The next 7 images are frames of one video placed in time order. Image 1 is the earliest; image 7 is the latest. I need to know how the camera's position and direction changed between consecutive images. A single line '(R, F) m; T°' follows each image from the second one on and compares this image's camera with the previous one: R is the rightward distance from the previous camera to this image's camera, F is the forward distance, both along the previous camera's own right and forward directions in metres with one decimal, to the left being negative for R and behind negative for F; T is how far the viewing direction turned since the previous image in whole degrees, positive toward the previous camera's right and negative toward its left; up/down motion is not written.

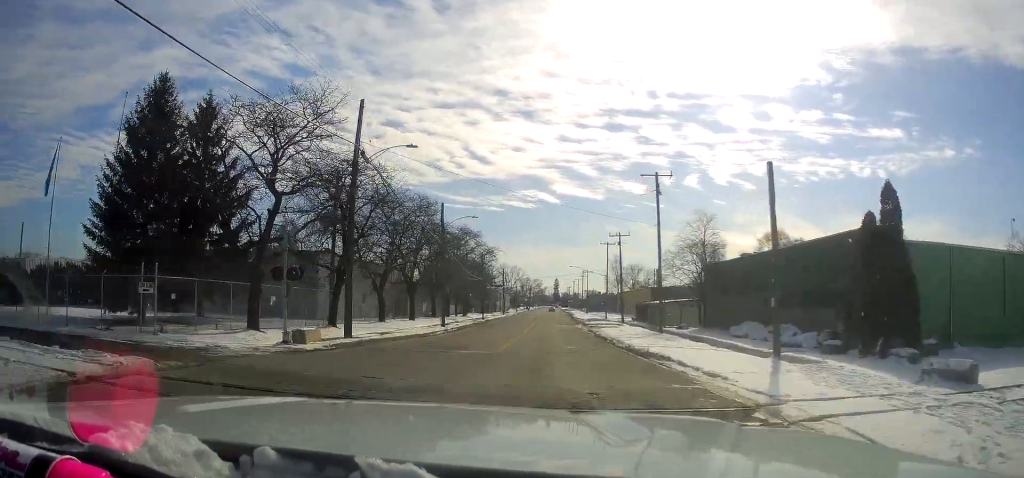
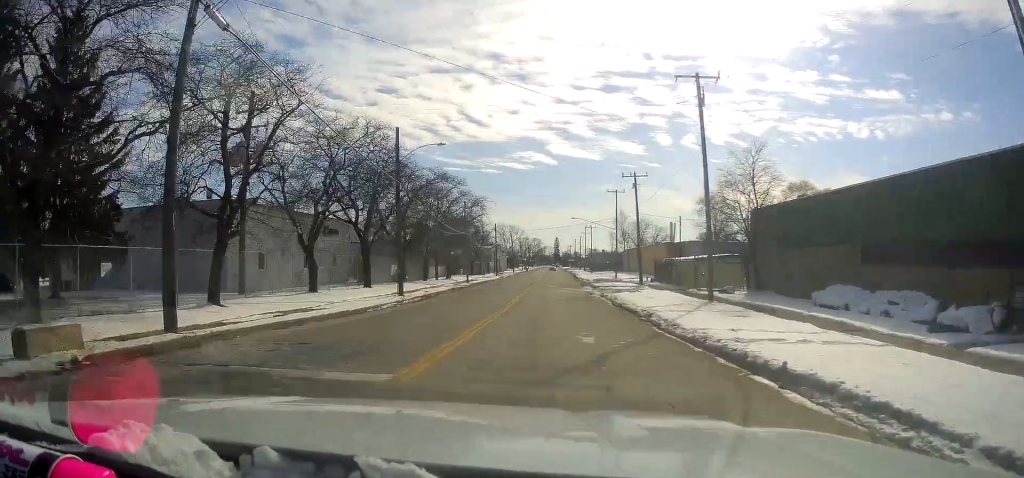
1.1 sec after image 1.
(+0.4, +14.2) m; +1°
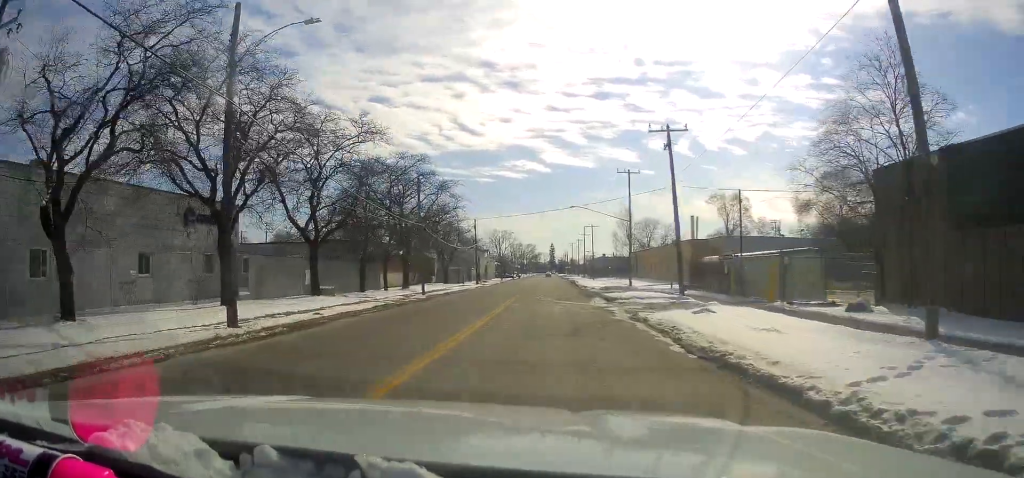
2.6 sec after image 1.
(0.0, +19.3) m; 0°
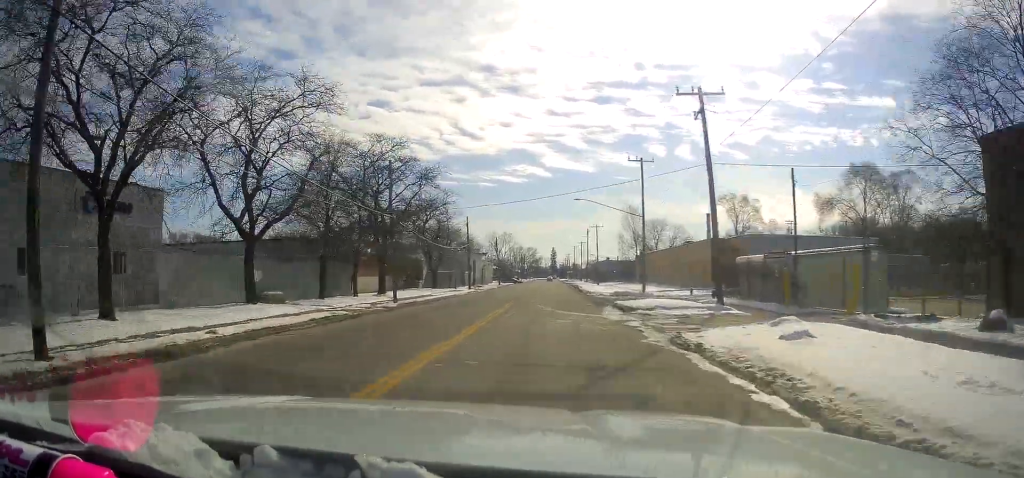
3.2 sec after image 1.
(0.0, +7.9) m; 0°
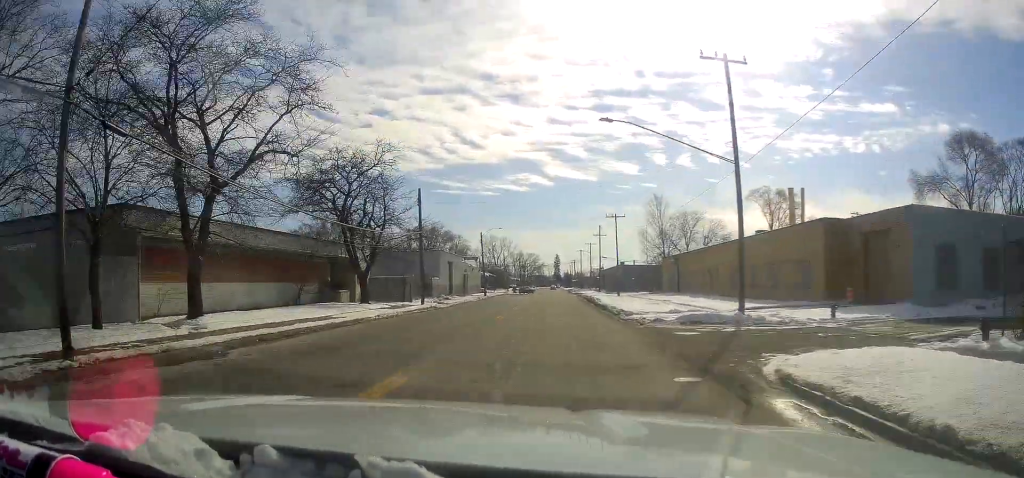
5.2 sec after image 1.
(0.0, +26.0) m; 0°
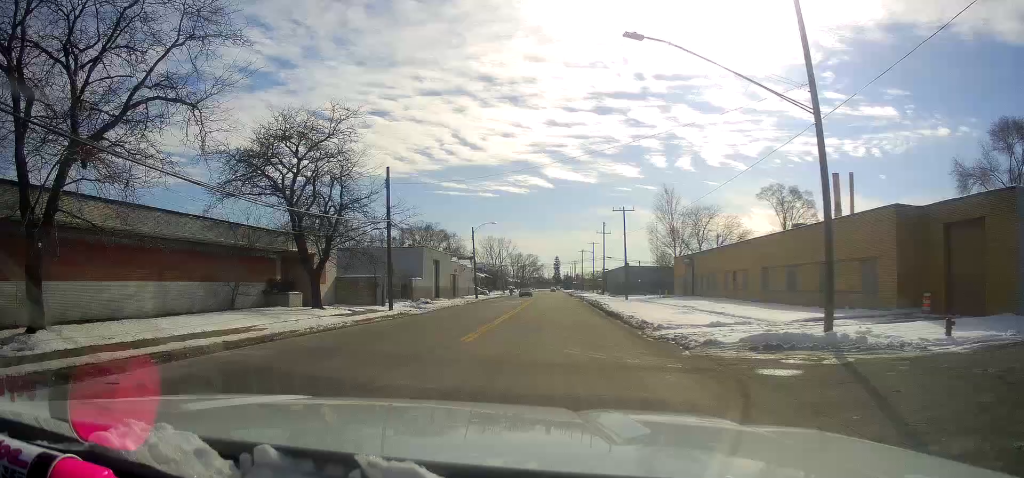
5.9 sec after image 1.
(0.0, +8.4) m; -1°
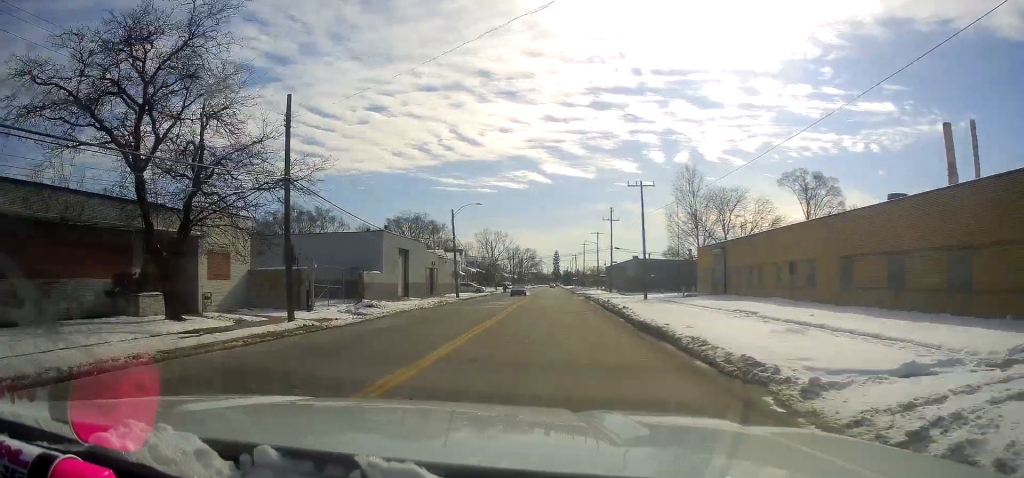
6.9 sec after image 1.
(-0.2, +13.6) m; -1°
